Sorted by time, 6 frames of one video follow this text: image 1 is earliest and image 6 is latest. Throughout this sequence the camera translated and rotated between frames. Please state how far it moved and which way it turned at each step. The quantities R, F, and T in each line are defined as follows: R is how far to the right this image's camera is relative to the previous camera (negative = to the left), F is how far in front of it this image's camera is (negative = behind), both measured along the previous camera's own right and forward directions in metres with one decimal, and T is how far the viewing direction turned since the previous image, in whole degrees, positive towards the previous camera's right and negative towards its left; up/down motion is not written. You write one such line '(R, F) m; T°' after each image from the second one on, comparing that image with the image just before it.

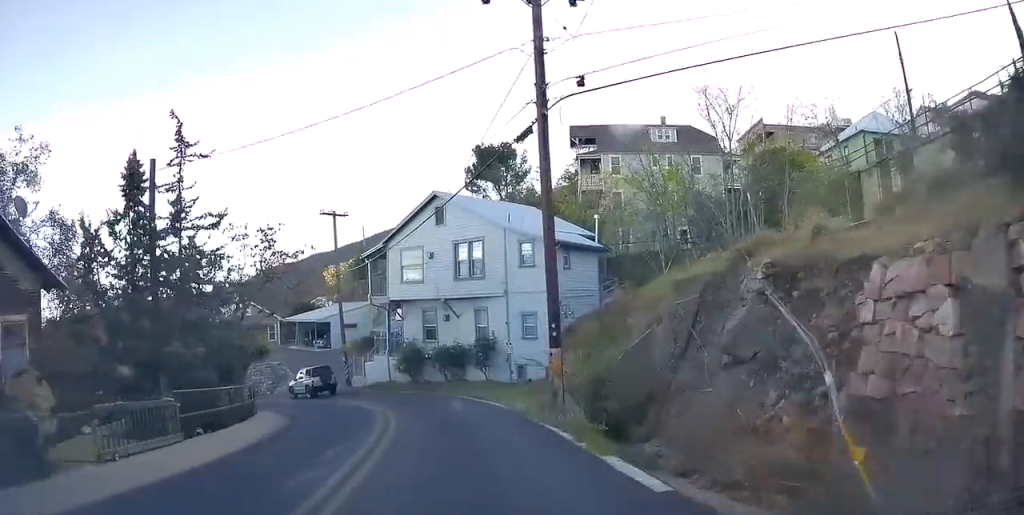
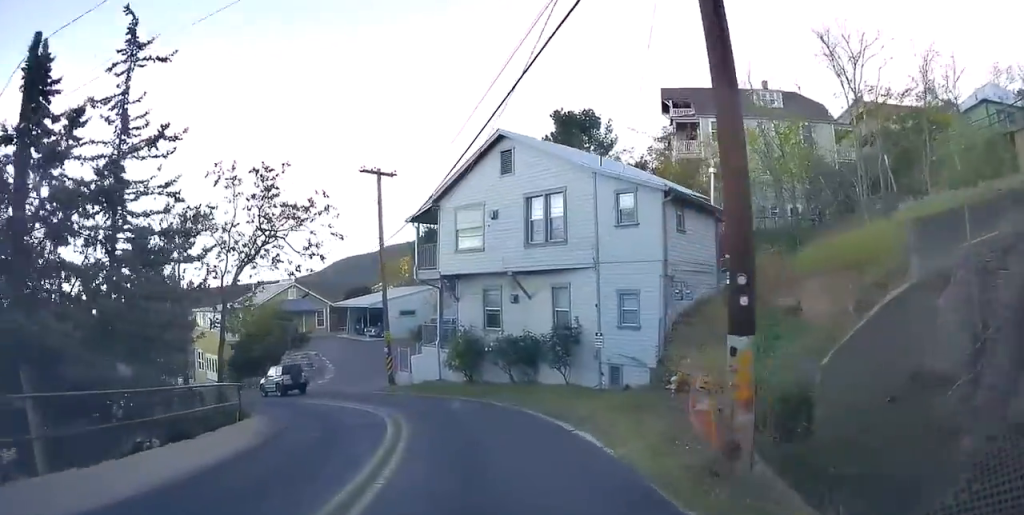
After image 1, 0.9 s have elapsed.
(-0.1, +7.4) m; -4°
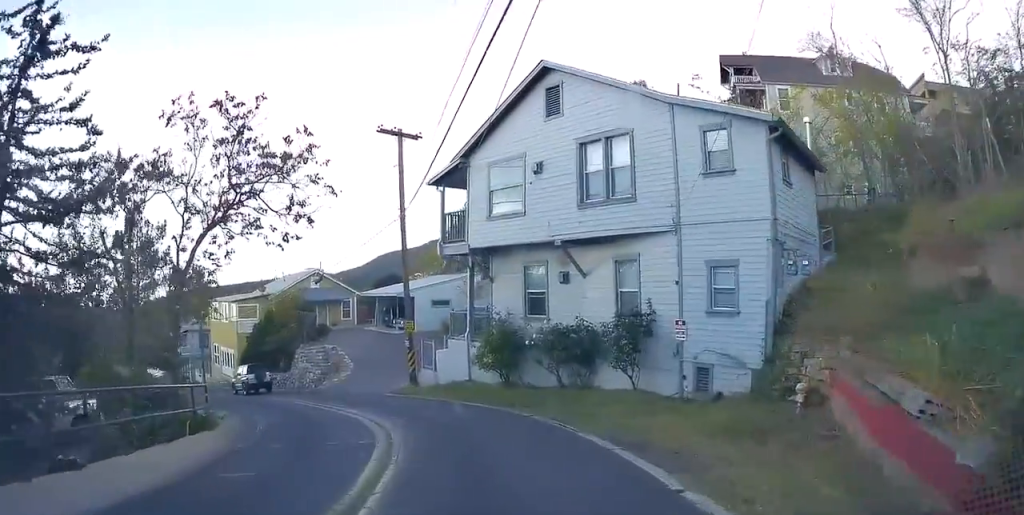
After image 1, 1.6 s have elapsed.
(-0.2, +5.1) m; -5°
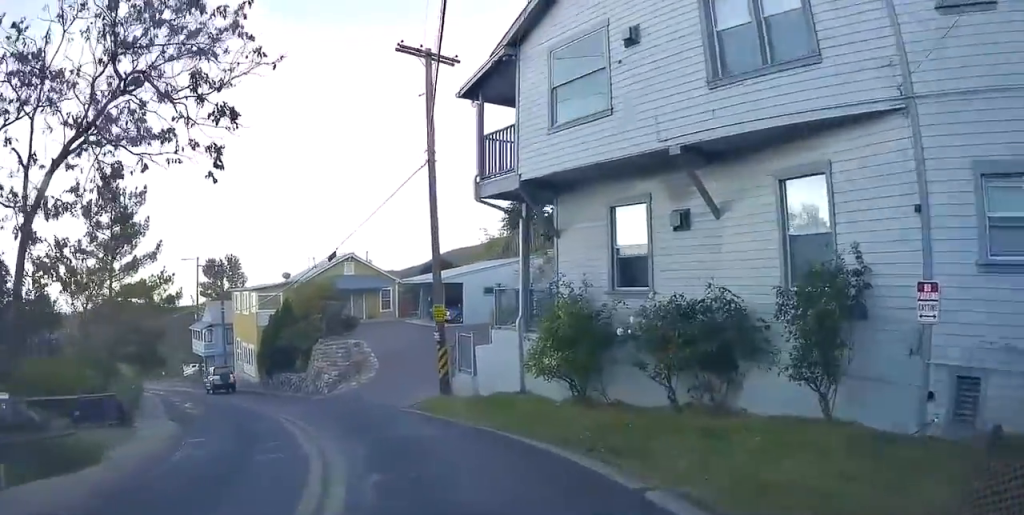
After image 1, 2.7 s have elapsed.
(-0.6, +7.3) m; -11°
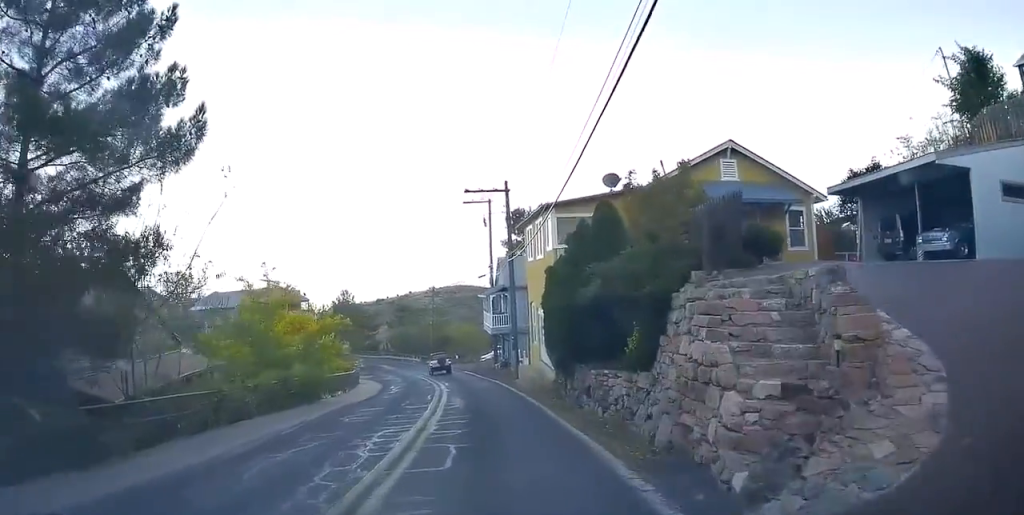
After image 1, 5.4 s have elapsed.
(-5.4, +18.7) m; -31°
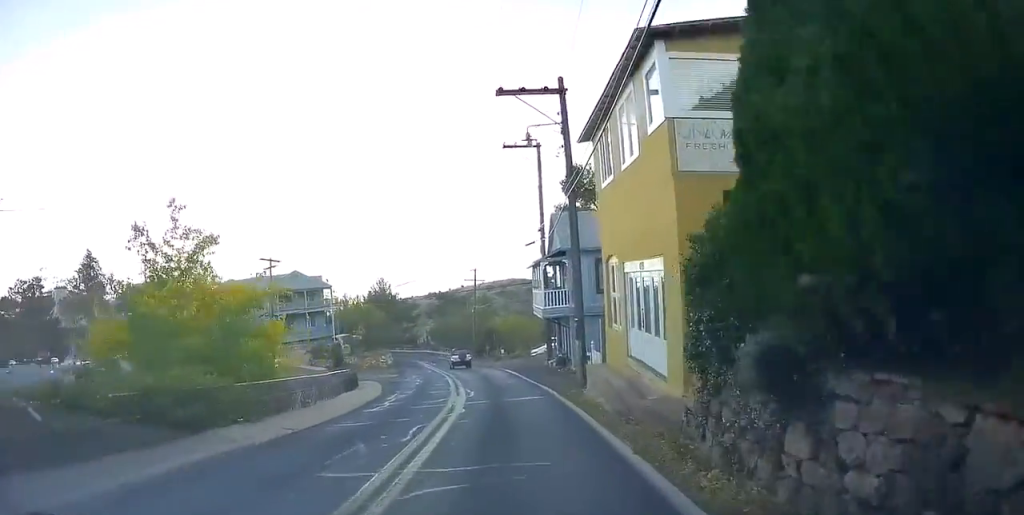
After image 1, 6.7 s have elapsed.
(-1.7, +11.2) m; -7°
